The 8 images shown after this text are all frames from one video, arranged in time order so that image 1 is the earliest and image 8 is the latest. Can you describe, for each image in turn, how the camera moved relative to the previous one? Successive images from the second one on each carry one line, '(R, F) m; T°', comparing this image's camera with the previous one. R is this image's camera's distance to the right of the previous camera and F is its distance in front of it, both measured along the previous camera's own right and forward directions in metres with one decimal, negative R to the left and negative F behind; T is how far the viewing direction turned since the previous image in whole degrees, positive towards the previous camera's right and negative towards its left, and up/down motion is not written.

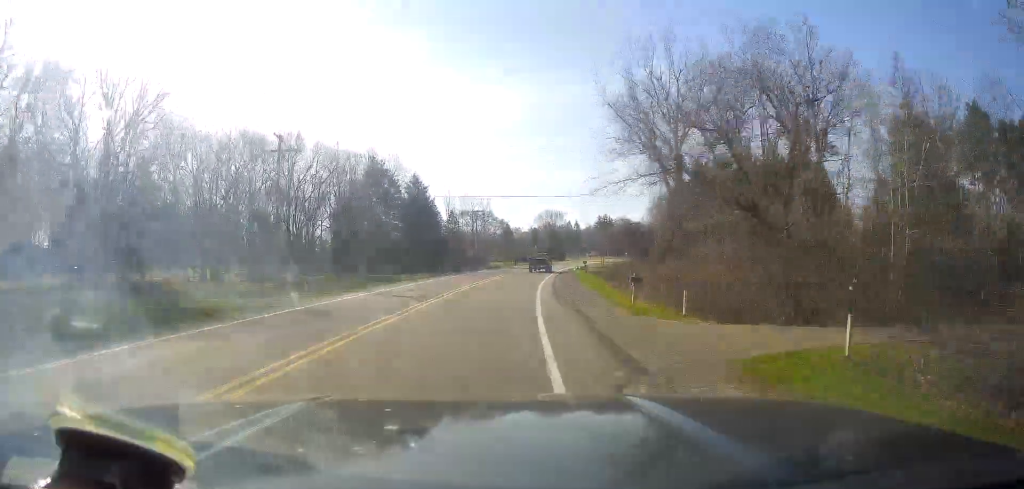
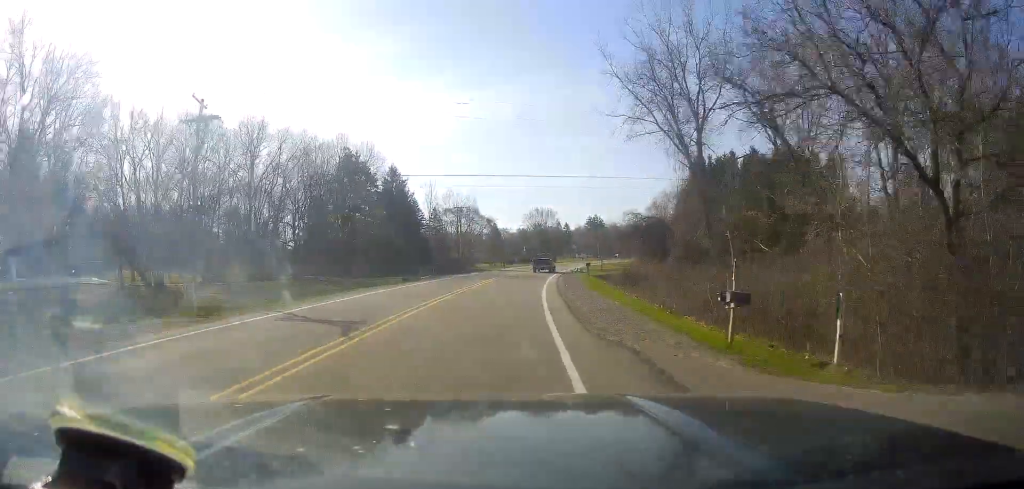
(+0.2, +10.4) m; +2°
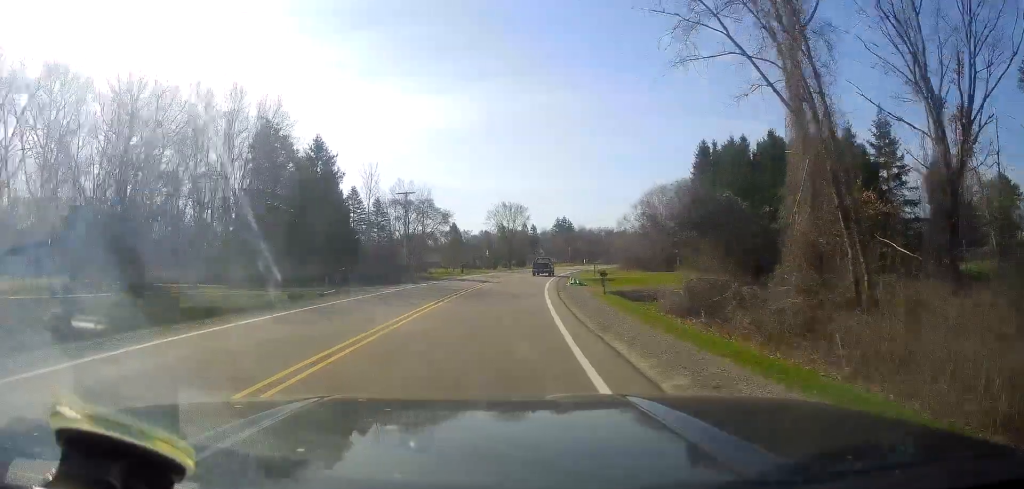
(+0.9, +23.1) m; +4°
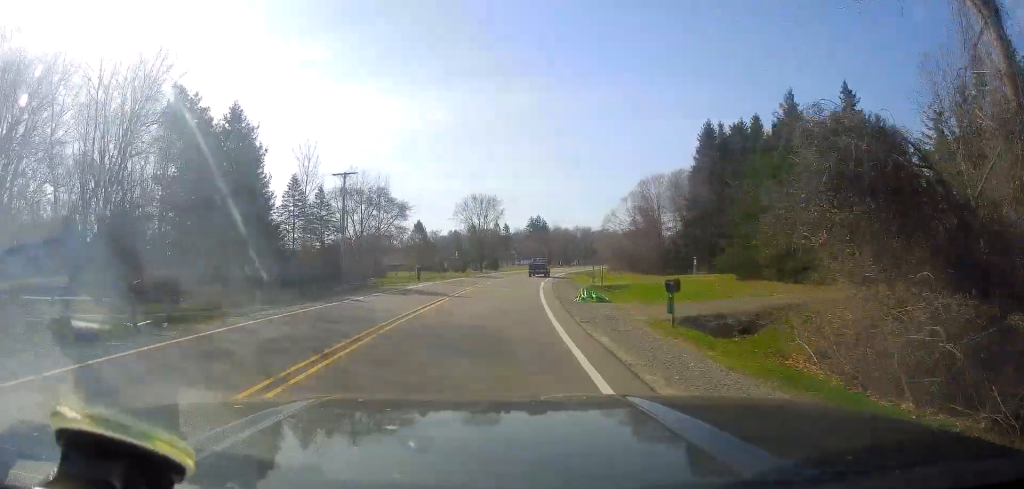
(+0.5, +16.7) m; +2°
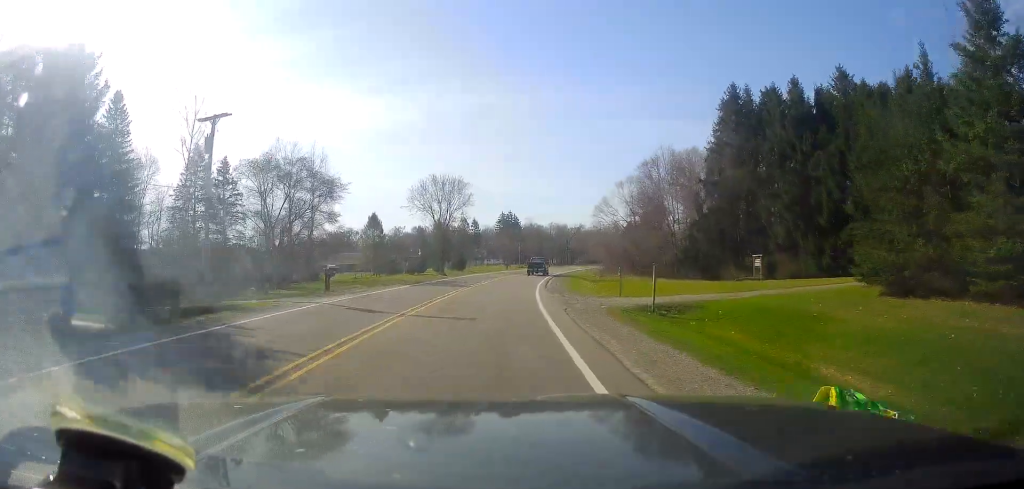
(+0.2, +21.1) m; +2°
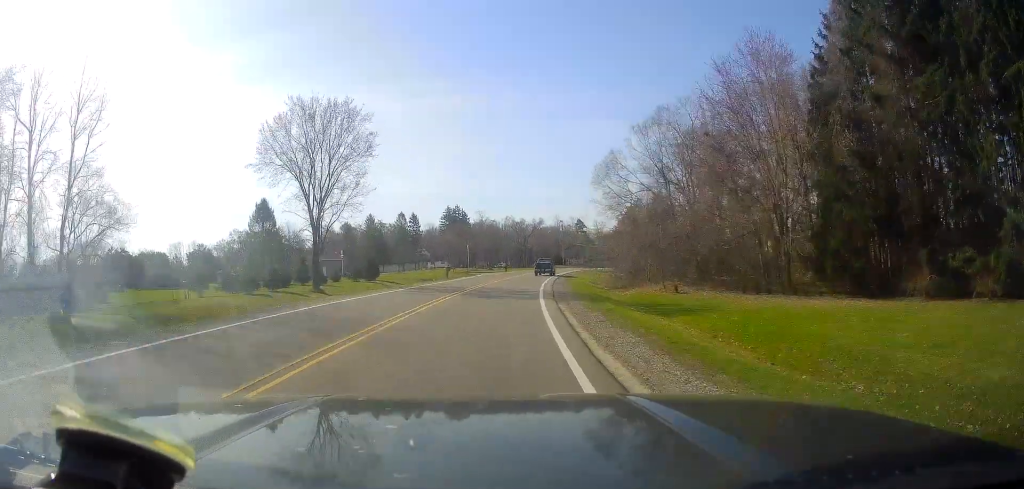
(+3.4, +40.2) m; +8°
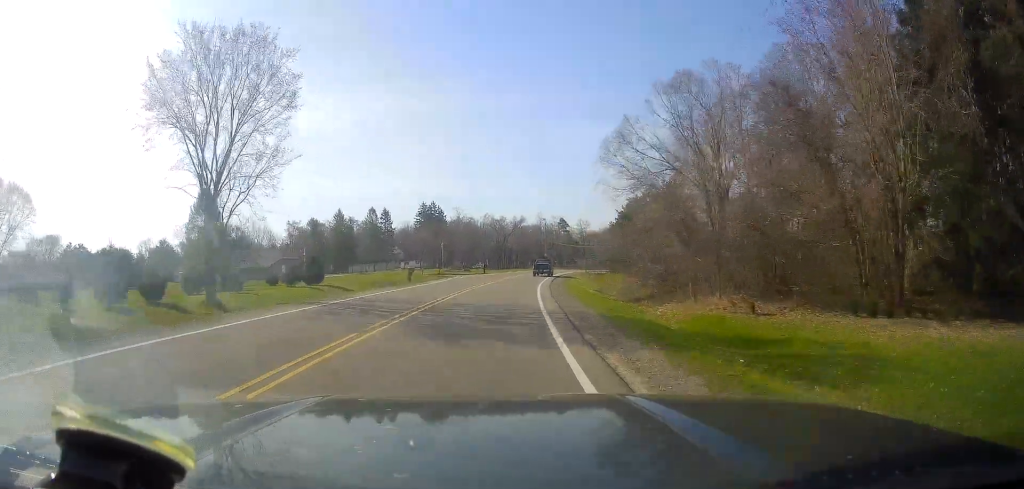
(+0.4, +13.7) m; +2°
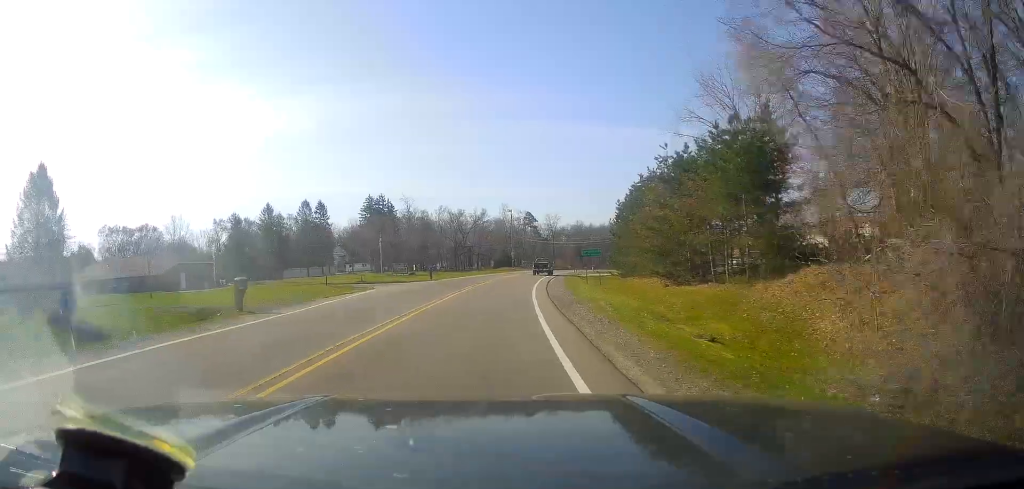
(+0.3, +28.3) m; +3°
